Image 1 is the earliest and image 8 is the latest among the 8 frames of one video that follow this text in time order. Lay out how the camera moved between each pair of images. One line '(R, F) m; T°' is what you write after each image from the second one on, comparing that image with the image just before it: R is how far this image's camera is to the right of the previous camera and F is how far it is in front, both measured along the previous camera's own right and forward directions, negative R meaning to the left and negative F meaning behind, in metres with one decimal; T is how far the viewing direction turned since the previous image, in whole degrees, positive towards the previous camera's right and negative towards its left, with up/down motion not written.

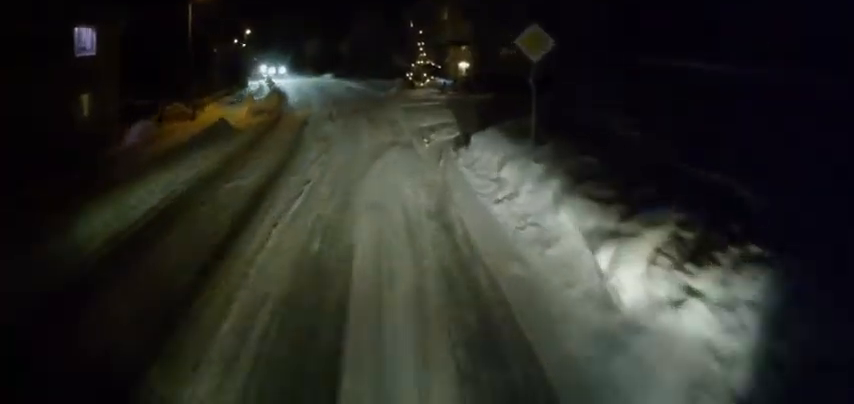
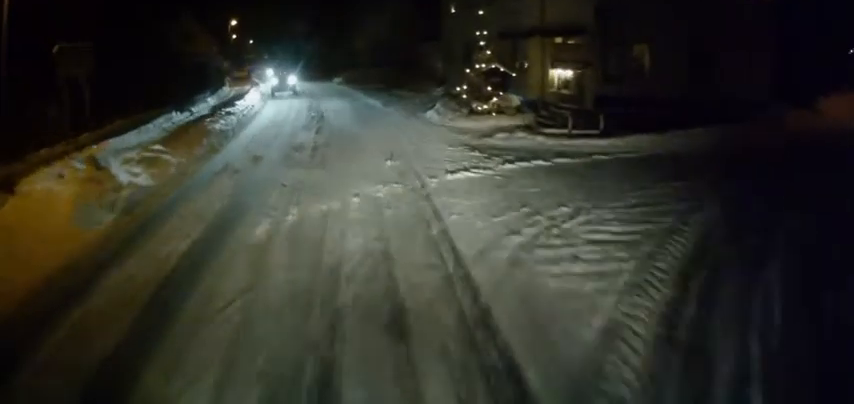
(+0.5, +15.6) m; -1°
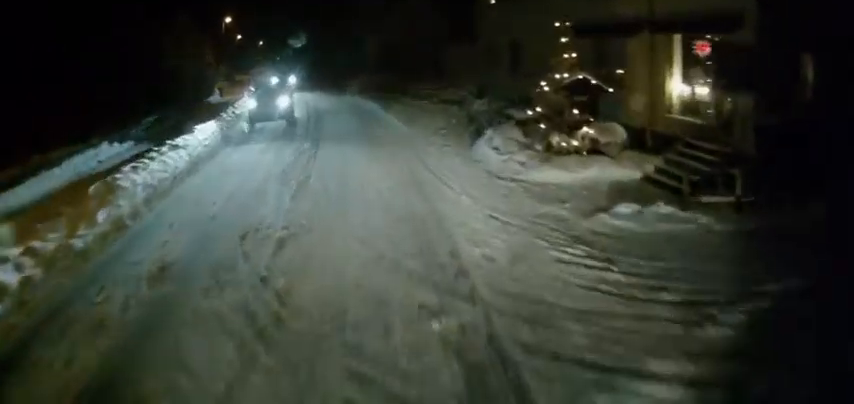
(-0.6, +7.4) m; -3°
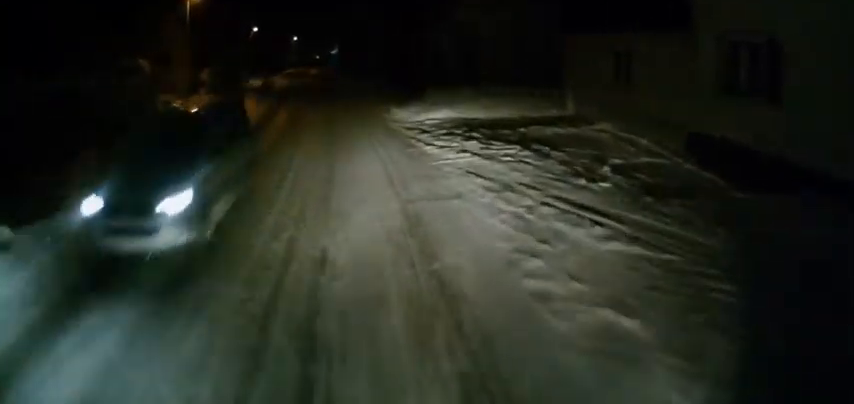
(-0.3, +17.5) m; -3°
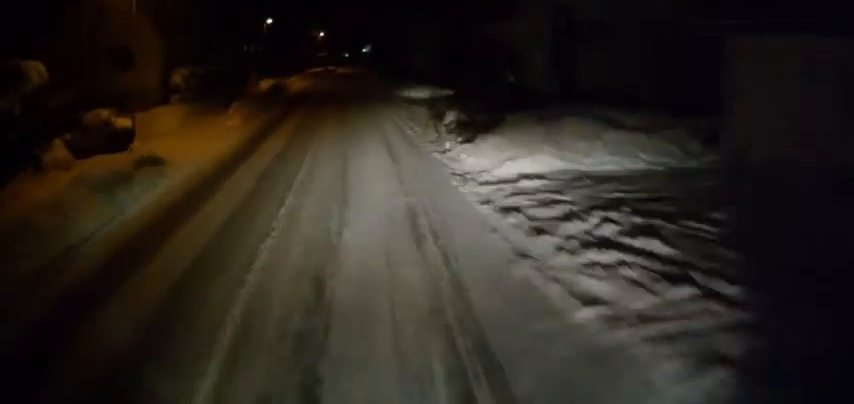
(-0.4, +9.4) m; -5°
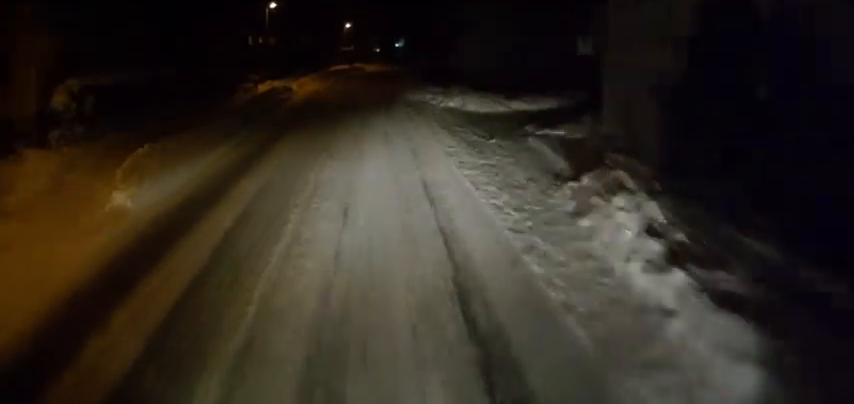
(-0.5, +11.9) m; -3°
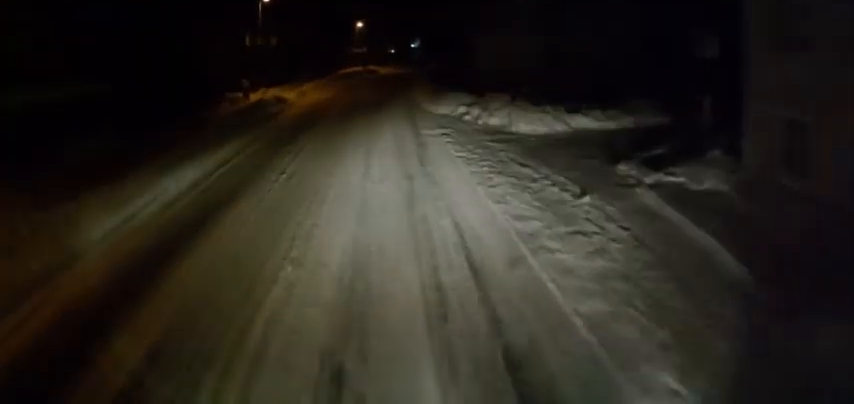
(0.0, +6.5) m; -1°
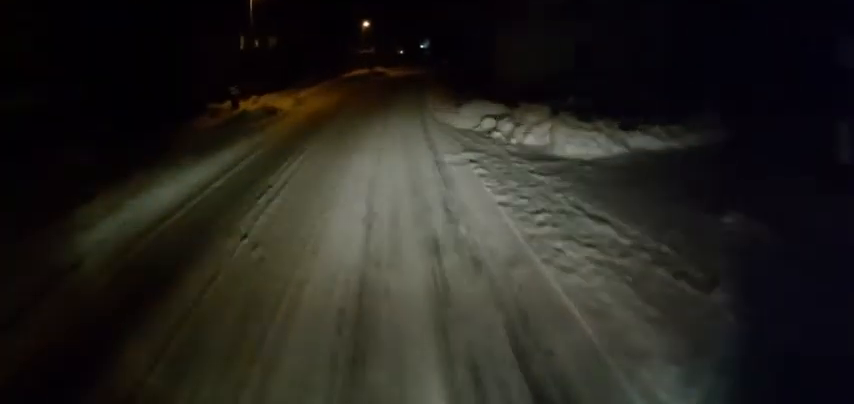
(0.0, +4.1) m; 0°
